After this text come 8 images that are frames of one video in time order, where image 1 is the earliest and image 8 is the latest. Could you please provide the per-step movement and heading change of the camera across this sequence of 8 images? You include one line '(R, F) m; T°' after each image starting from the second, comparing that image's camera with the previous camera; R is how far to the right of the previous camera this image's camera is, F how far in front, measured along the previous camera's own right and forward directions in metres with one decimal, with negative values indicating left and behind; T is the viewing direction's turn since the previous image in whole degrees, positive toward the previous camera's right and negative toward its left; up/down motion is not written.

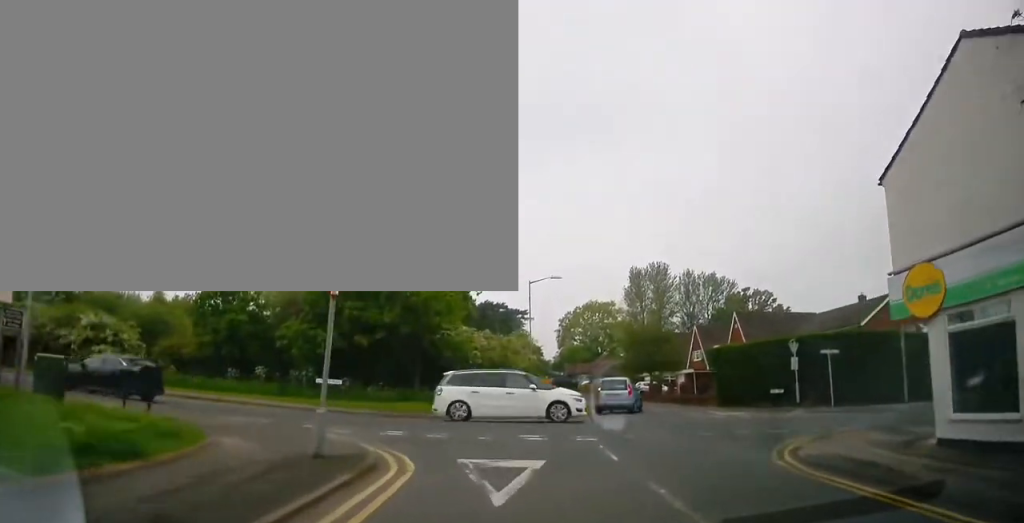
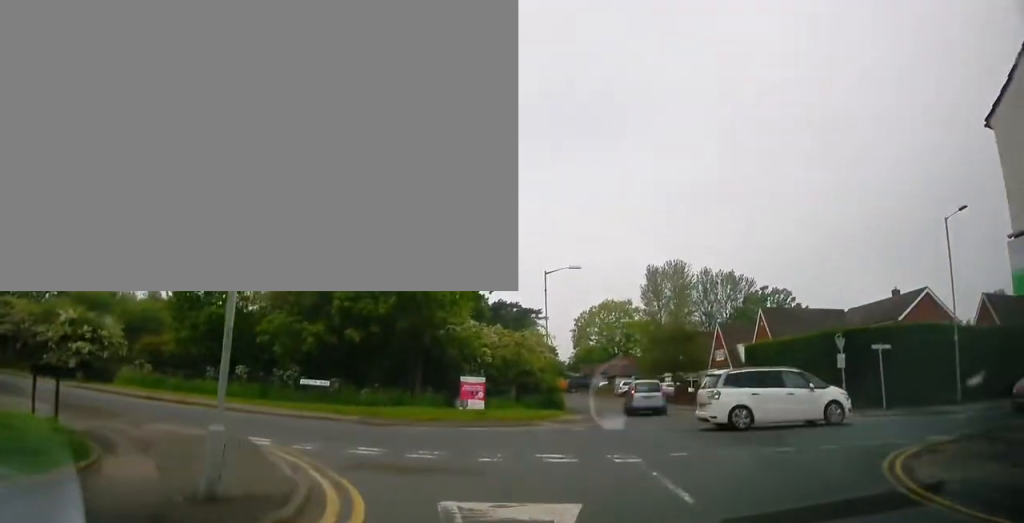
(-0.2, +3.8) m; -3°
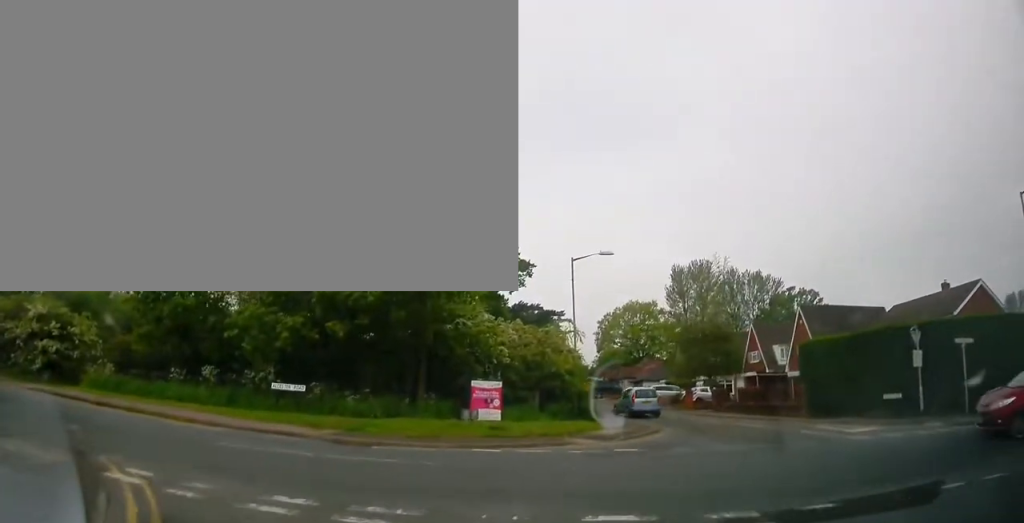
(-0.1, +5.2) m; -1°
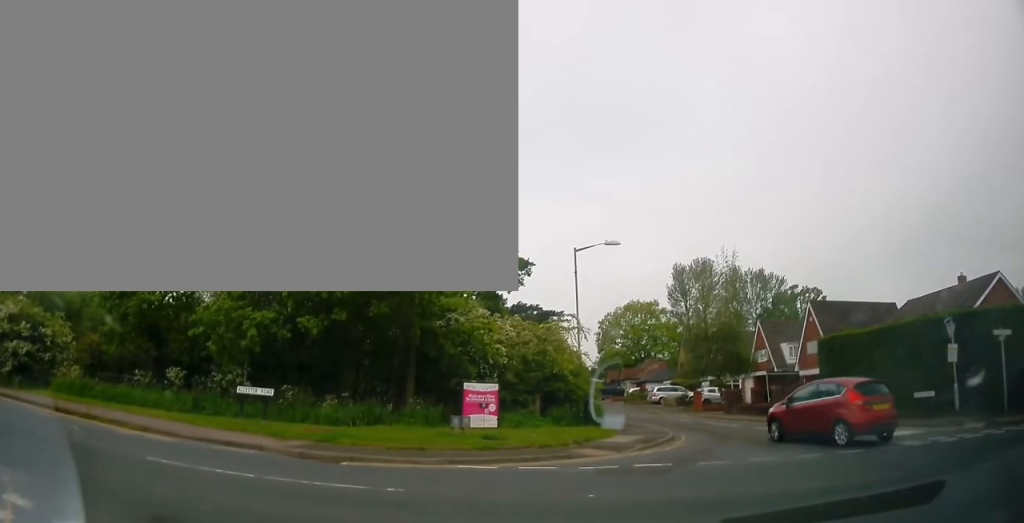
(0.0, +2.7) m; 0°
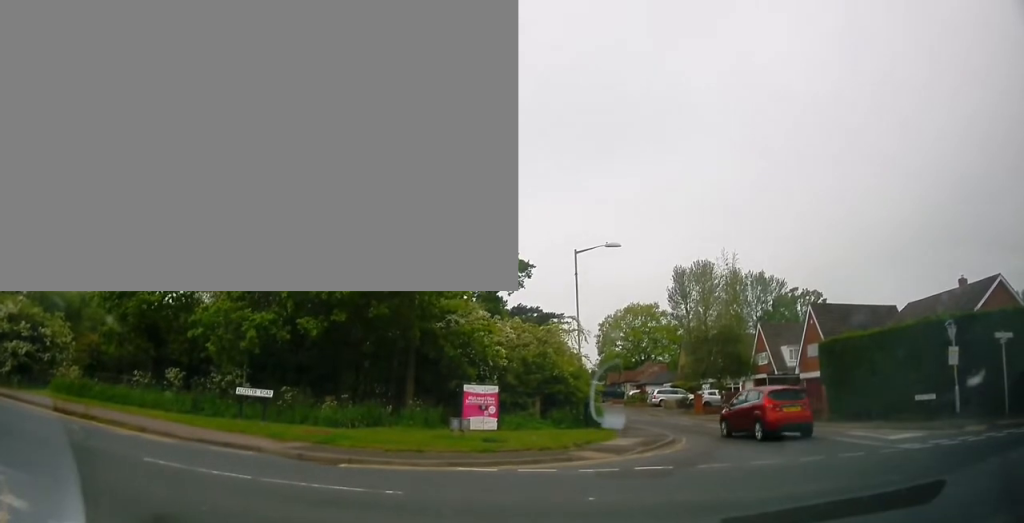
(0.0, +0.3) m; 0°
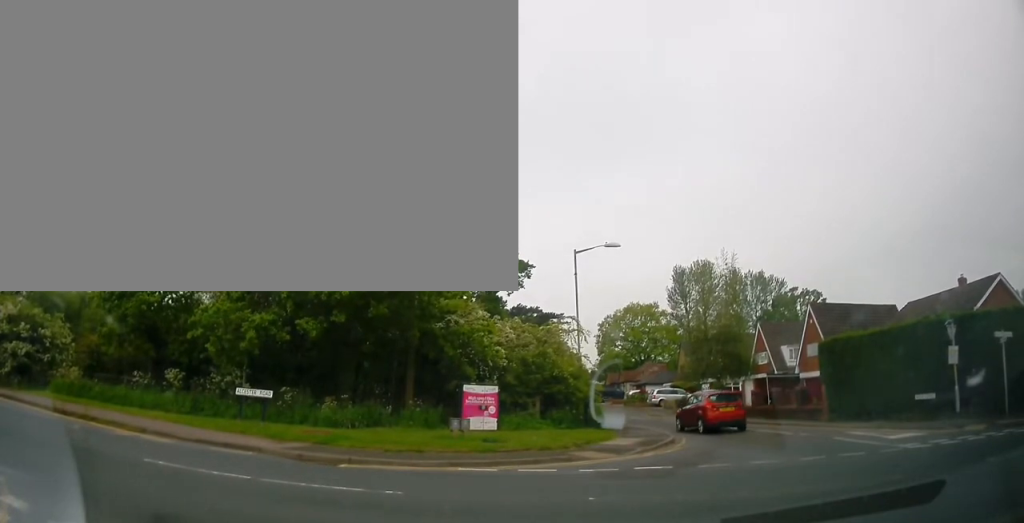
(0.0, 0.0) m; 0°
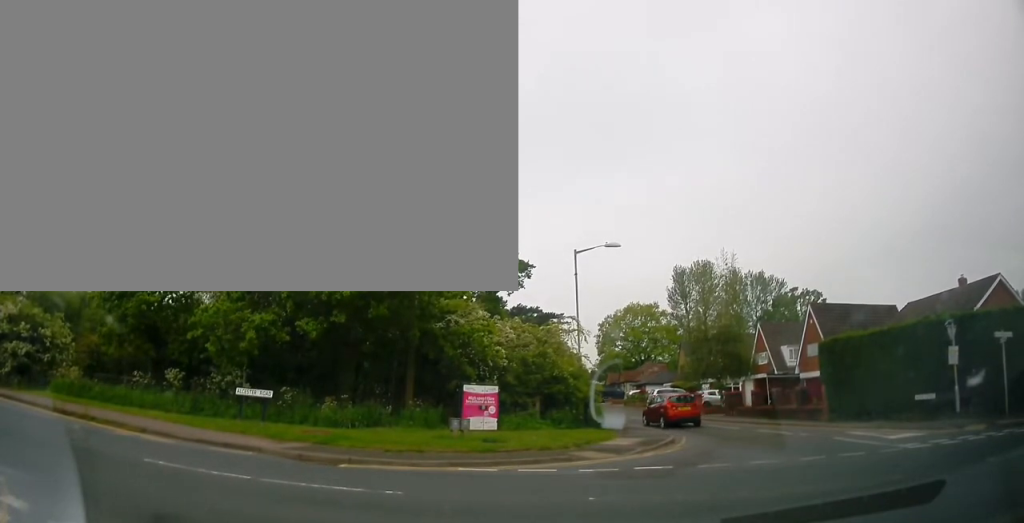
(0.0, 0.0) m; 0°
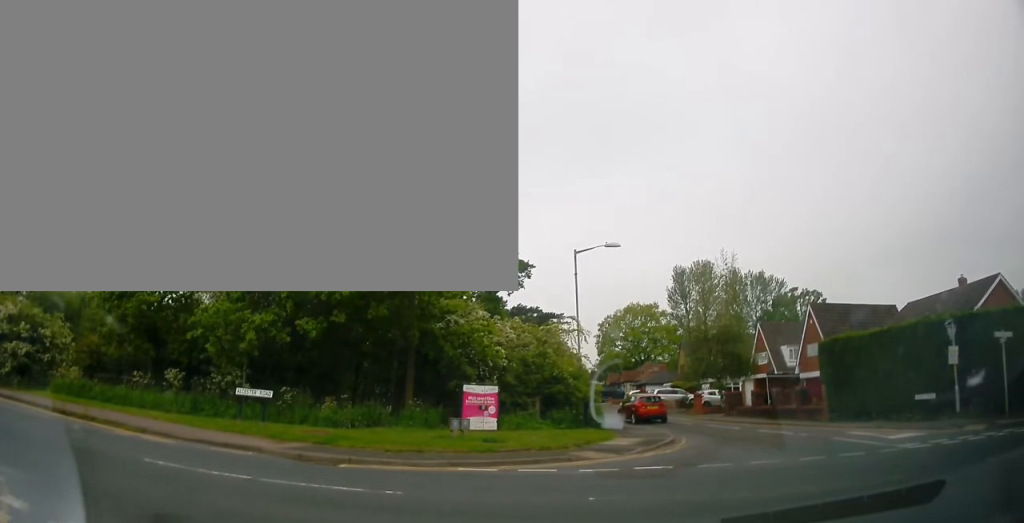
(0.0, 0.0) m; 0°
